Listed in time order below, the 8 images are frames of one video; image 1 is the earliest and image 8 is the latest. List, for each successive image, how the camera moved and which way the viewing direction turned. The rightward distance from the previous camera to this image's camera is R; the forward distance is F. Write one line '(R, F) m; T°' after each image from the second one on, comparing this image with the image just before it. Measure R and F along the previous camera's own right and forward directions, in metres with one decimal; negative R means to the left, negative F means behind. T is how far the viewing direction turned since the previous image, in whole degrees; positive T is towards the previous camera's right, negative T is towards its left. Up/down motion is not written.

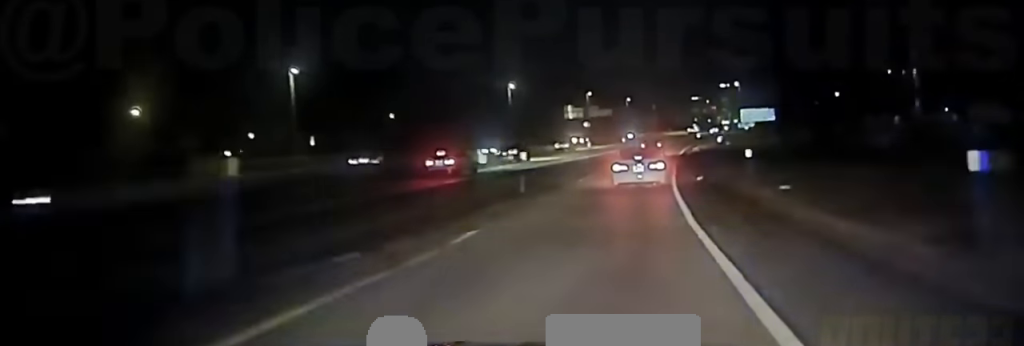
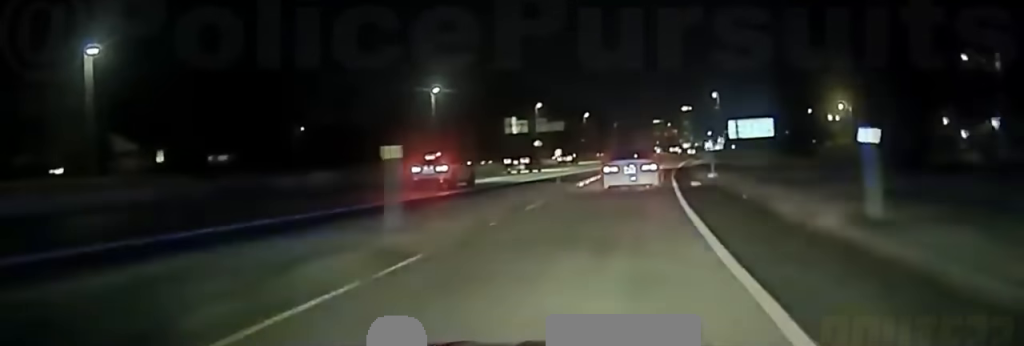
(-0.2, +38.4) m; +1°
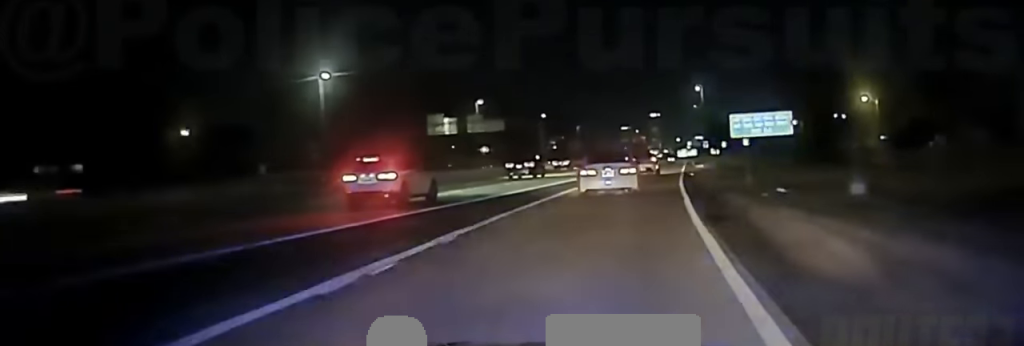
(+0.7, +39.7) m; +3°
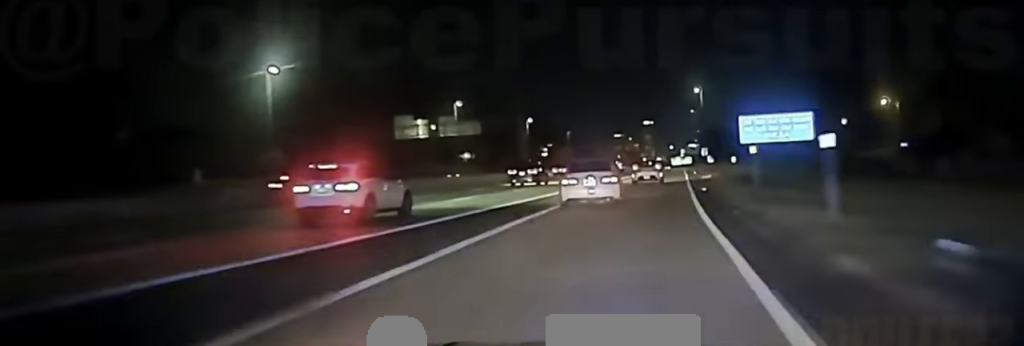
(+0.4, +13.6) m; +1°
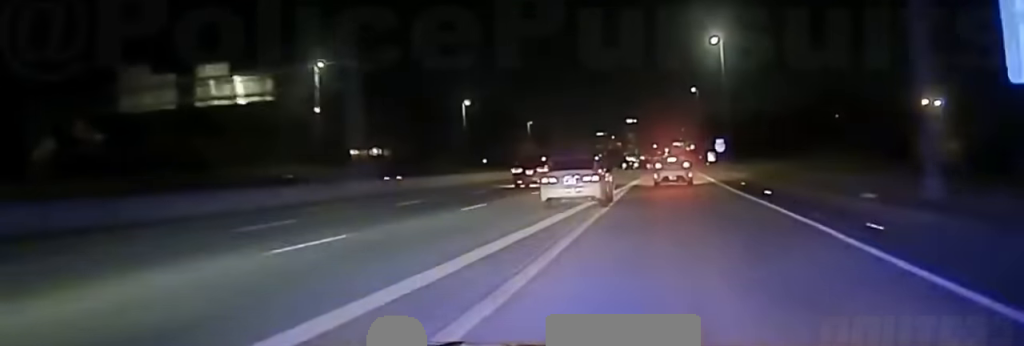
(+1.8, +54.7) m; +2°
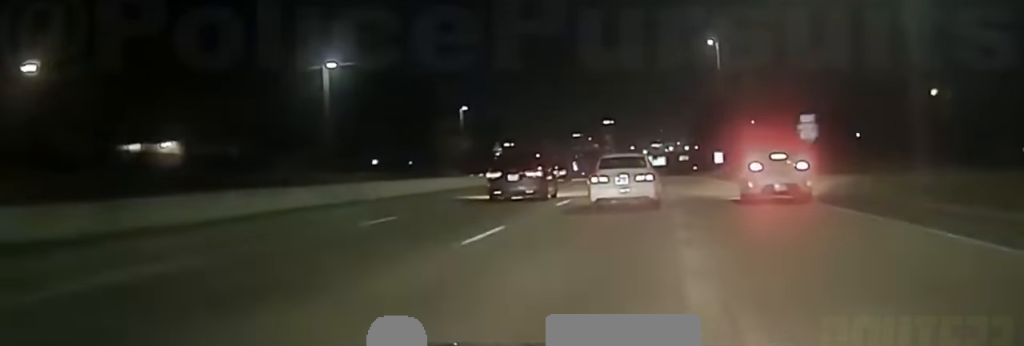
(-0.3, +57.7) m; 0°
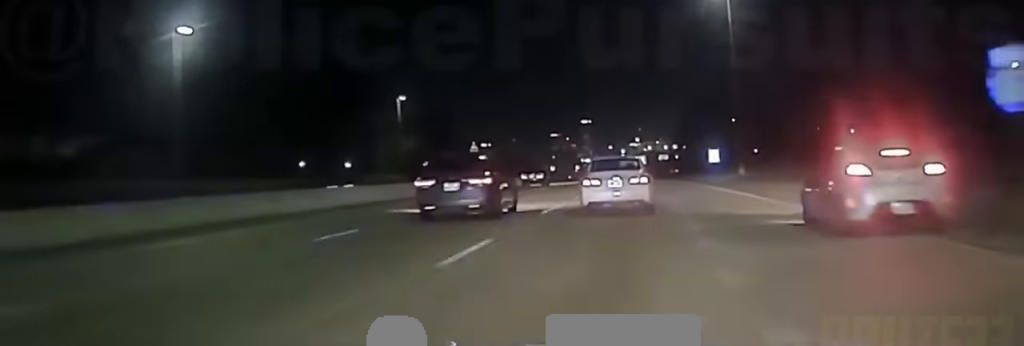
(0.0, +28.5) m; +1°
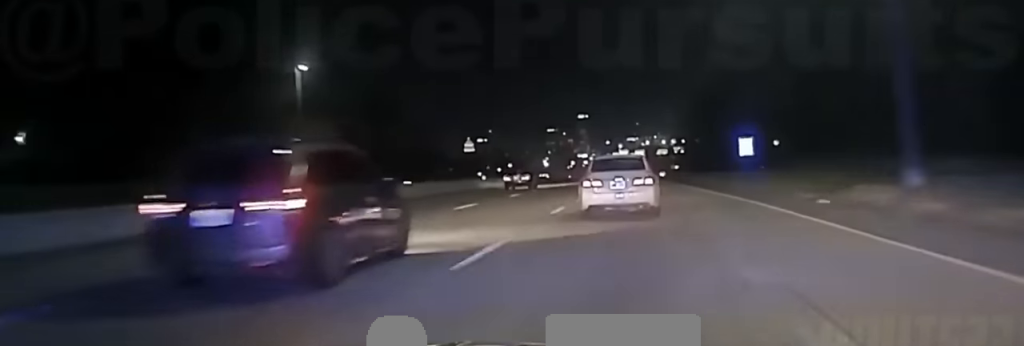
(+0.2, +37.3) m; +1°
